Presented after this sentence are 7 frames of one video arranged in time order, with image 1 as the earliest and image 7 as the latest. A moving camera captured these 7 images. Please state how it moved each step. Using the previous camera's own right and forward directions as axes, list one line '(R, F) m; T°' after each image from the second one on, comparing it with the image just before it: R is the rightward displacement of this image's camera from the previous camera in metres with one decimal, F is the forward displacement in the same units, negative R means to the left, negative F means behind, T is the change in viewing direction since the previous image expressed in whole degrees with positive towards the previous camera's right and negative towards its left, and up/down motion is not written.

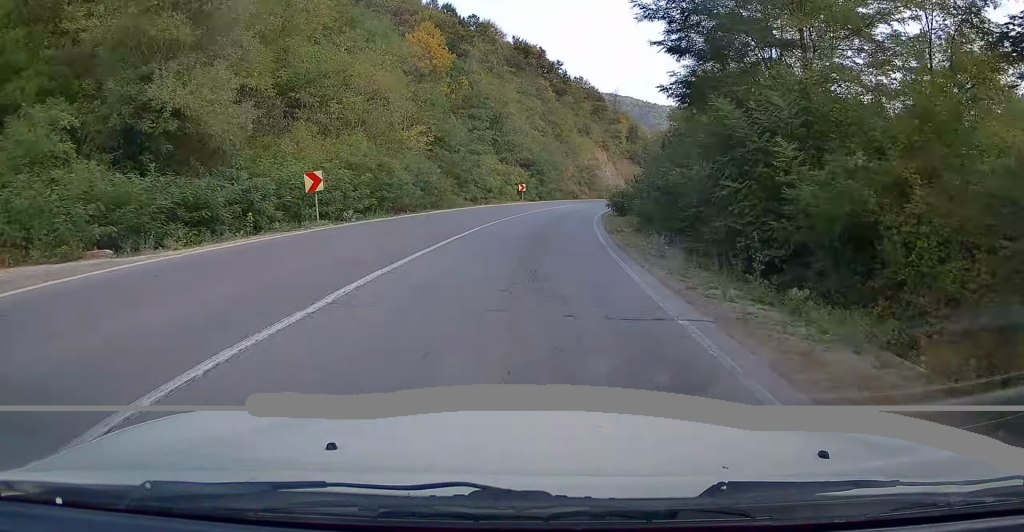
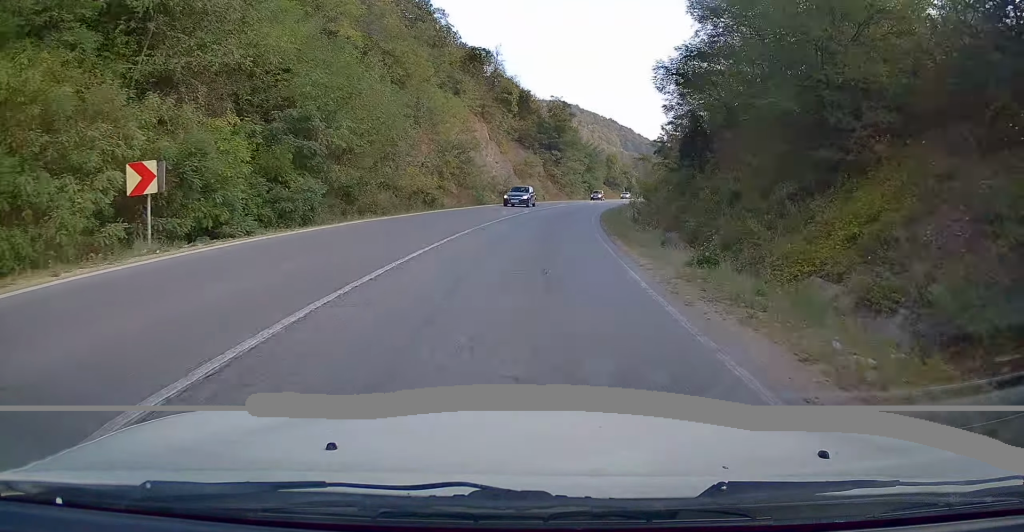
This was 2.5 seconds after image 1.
(+4.9, +47.5) m; +12°
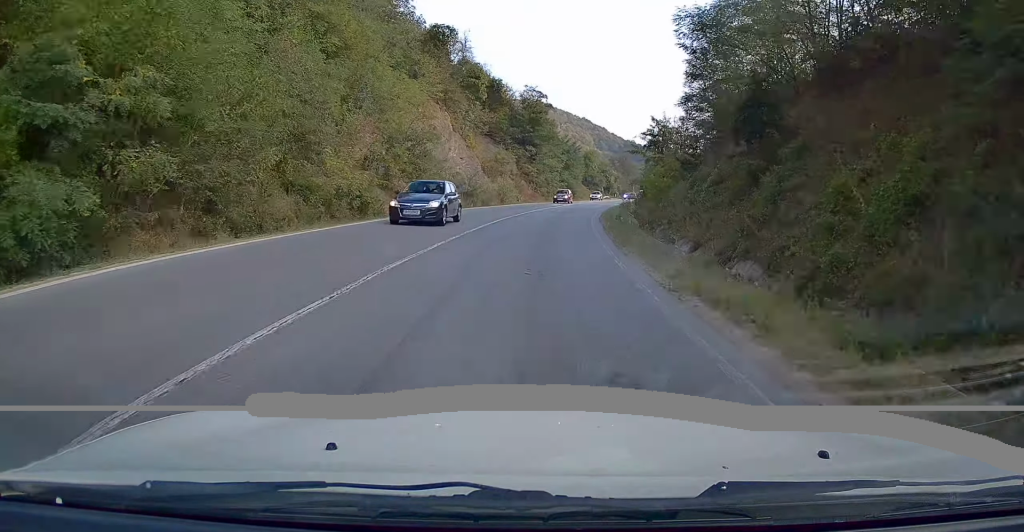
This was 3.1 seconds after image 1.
(+0.3, +11.0) m; +3°
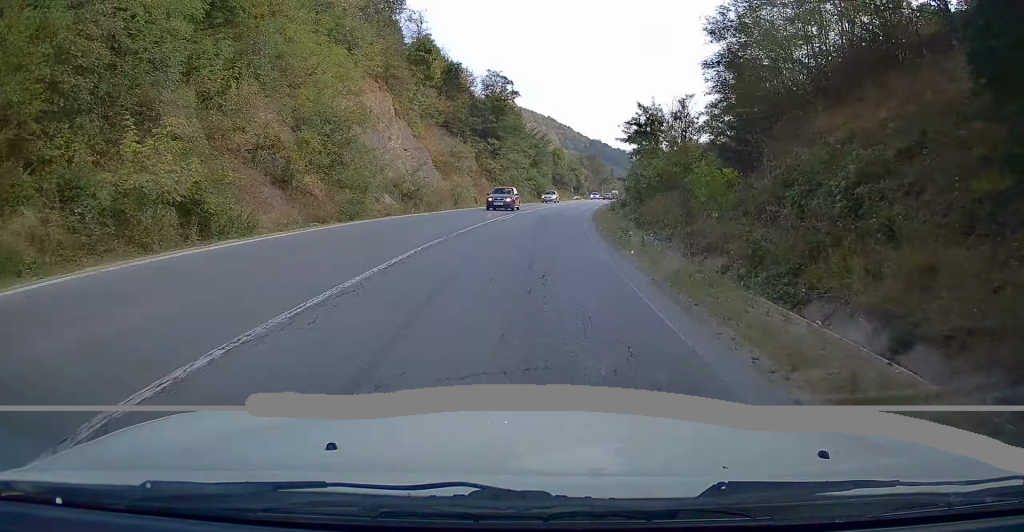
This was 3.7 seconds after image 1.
(+0.4, +12.2) m; +3°
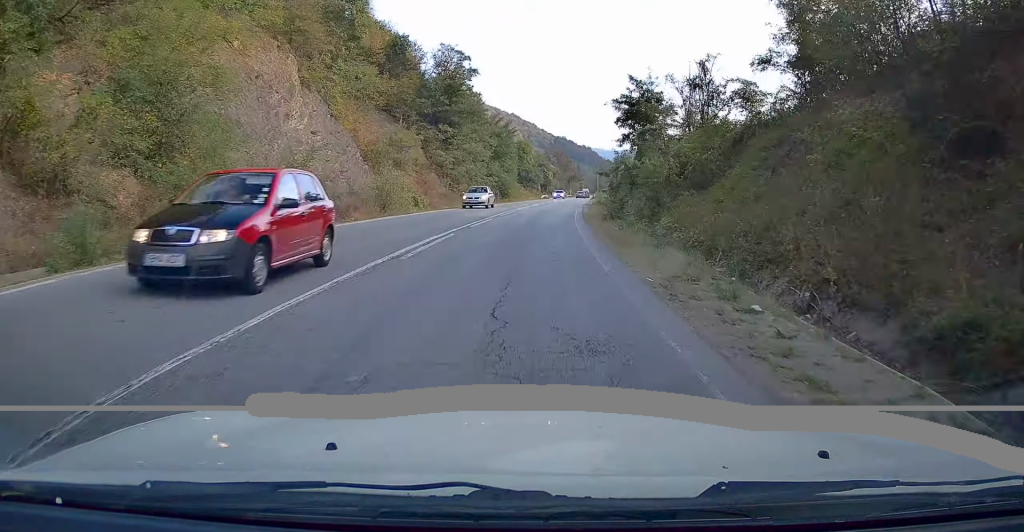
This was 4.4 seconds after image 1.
(+0.3, +14.2) m; +3°
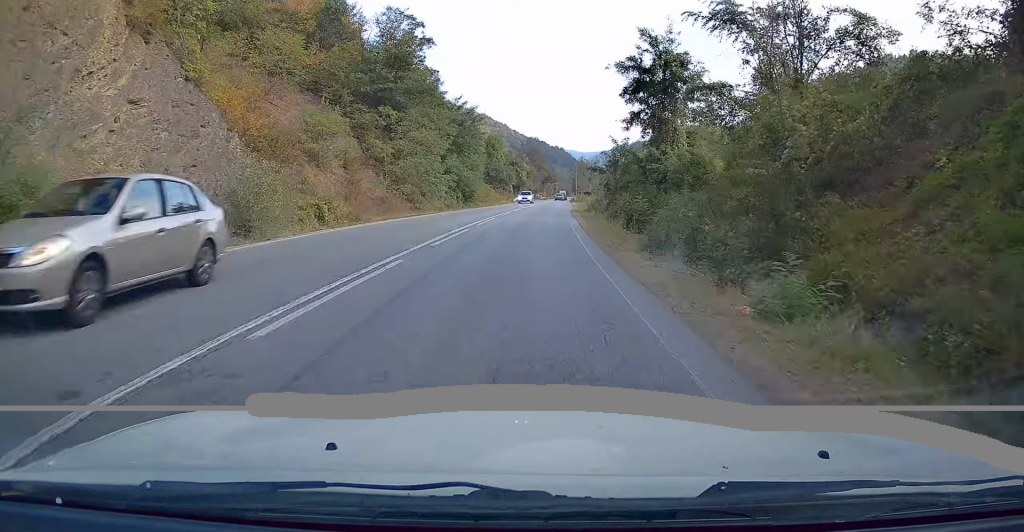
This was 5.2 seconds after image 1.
(+0.4, +14.8) m; +3°
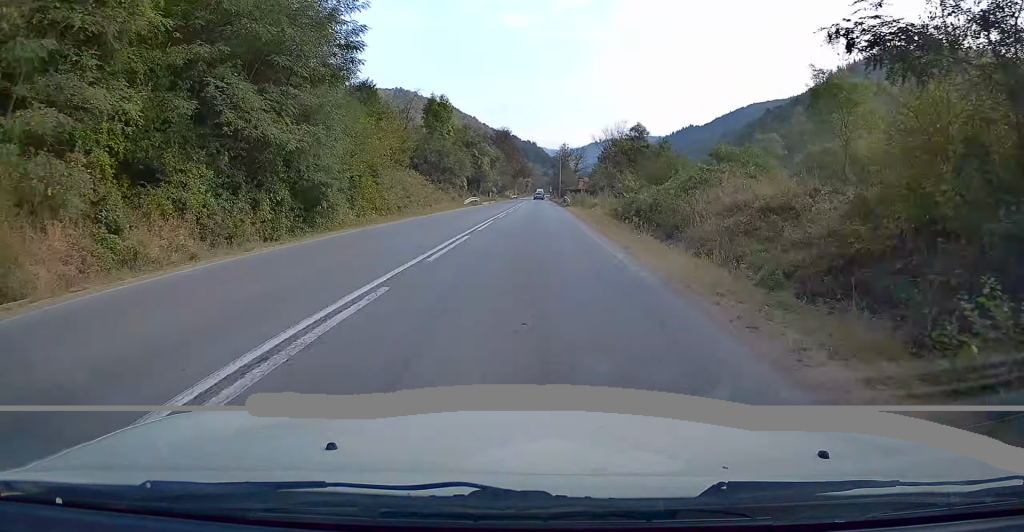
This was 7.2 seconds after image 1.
(+2.0, +39.4) m; +5°
